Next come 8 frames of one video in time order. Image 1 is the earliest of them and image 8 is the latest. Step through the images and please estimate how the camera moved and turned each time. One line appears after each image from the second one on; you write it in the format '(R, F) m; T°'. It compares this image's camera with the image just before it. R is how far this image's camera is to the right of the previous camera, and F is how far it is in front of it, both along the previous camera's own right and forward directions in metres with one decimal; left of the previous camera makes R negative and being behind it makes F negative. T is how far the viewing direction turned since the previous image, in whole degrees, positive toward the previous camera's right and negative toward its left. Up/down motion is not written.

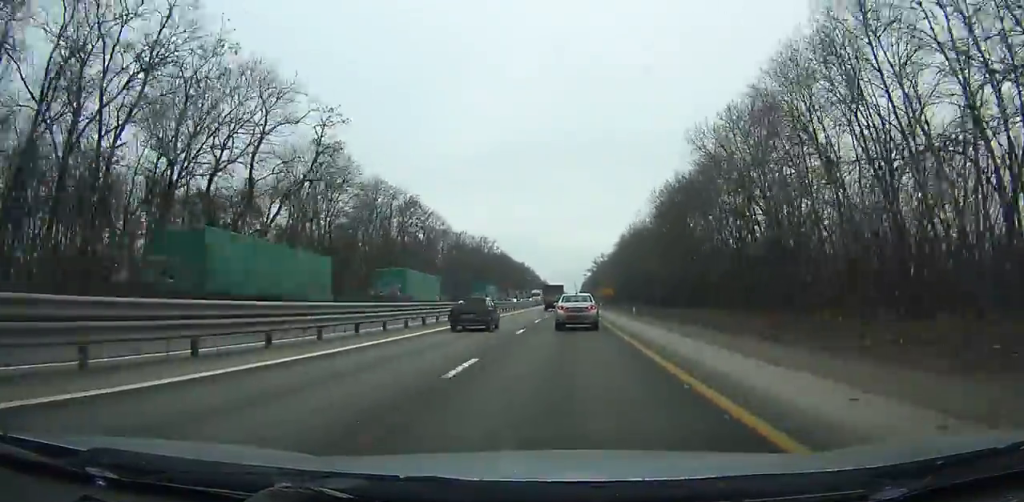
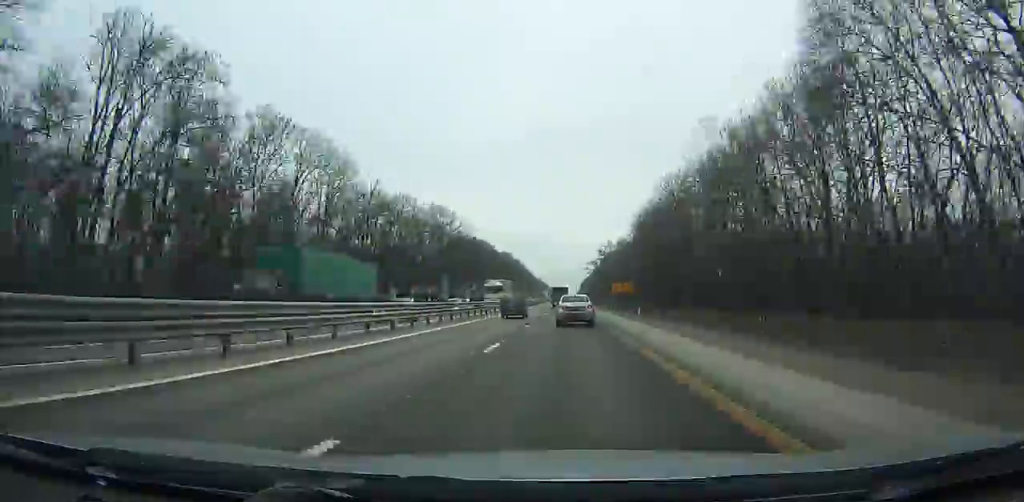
(-0.1, +56.4) m; 0°
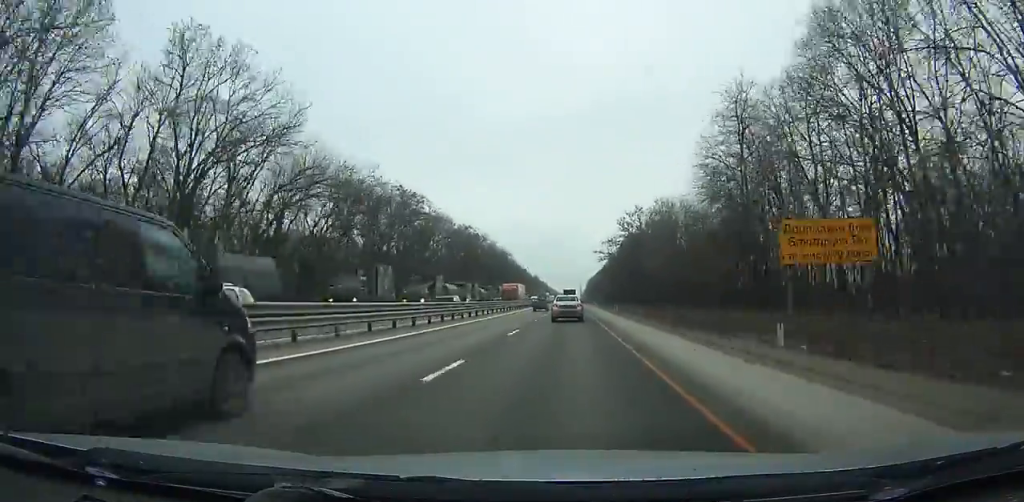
(0.0, +77.9) m; 0°
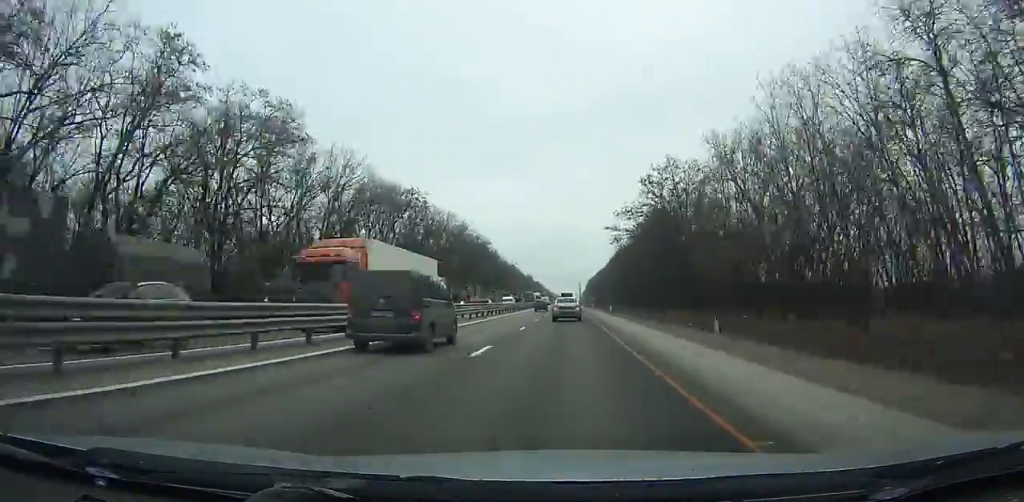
(-0.2, +45.1) m; 0°
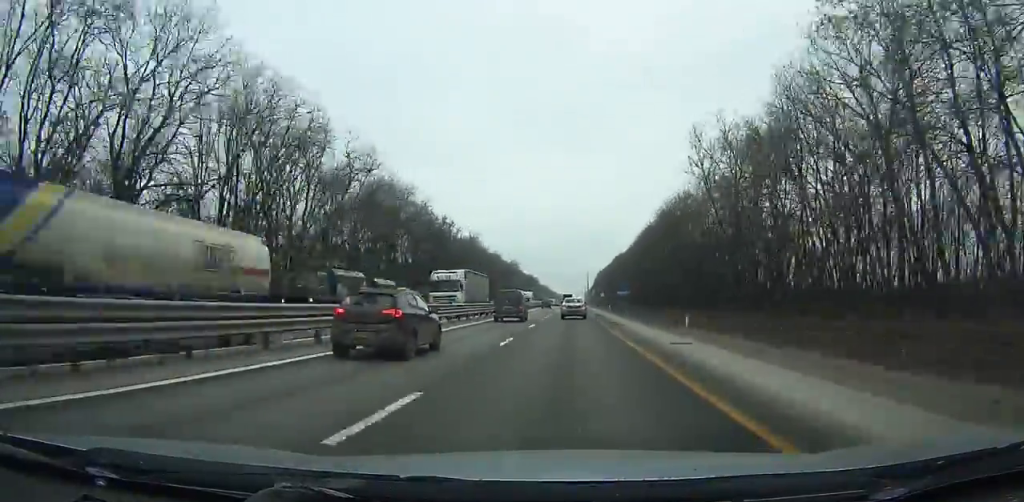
(-0.5, +94.3) m; 0°
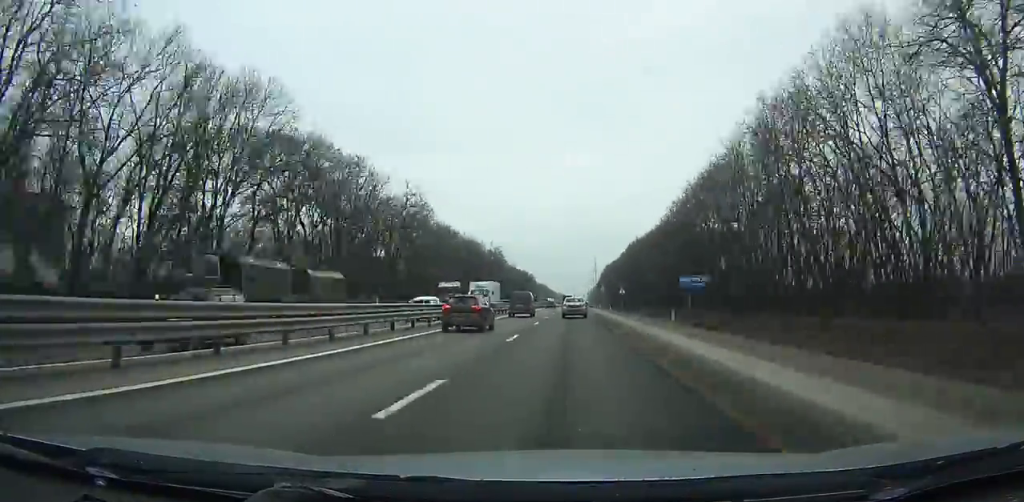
(0.0, +47.5) m; 0°
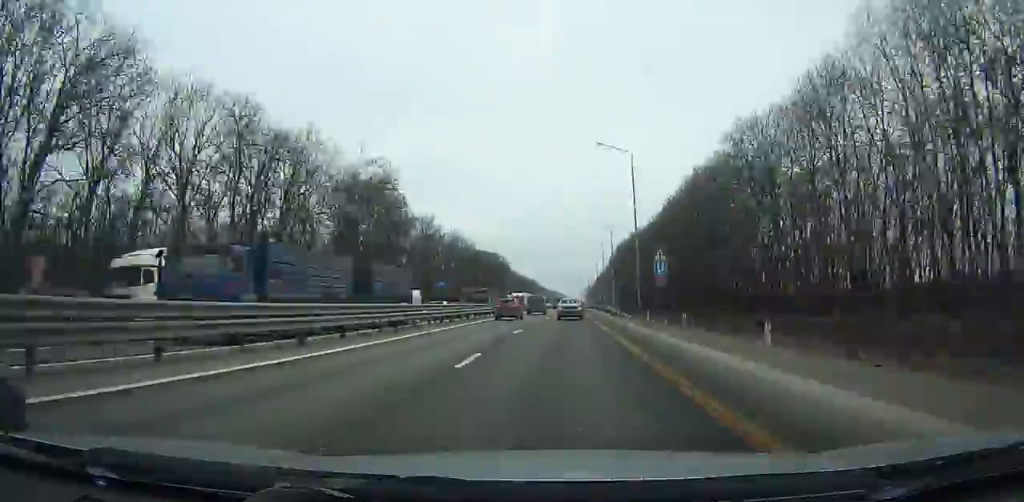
(+0.6, +92.4) m; +1°
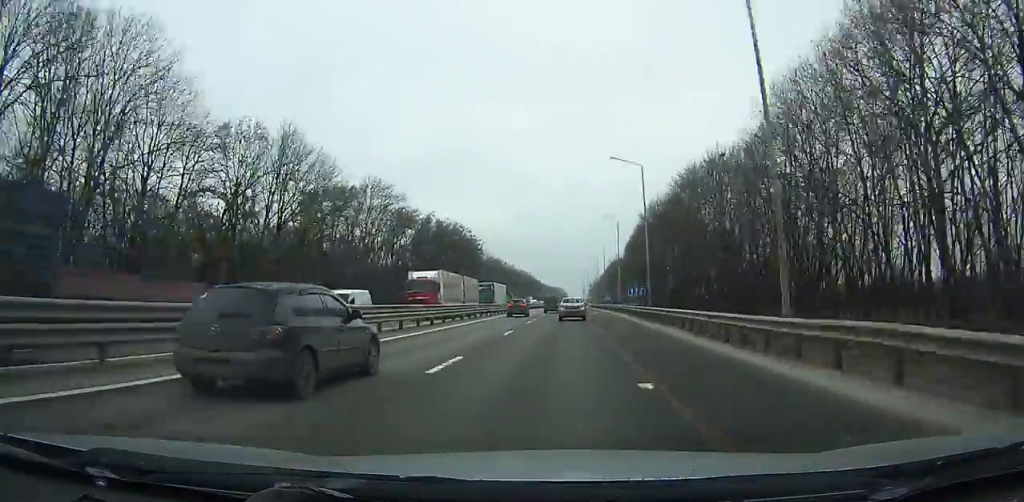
(+0.2, +61.4) m; 0°
